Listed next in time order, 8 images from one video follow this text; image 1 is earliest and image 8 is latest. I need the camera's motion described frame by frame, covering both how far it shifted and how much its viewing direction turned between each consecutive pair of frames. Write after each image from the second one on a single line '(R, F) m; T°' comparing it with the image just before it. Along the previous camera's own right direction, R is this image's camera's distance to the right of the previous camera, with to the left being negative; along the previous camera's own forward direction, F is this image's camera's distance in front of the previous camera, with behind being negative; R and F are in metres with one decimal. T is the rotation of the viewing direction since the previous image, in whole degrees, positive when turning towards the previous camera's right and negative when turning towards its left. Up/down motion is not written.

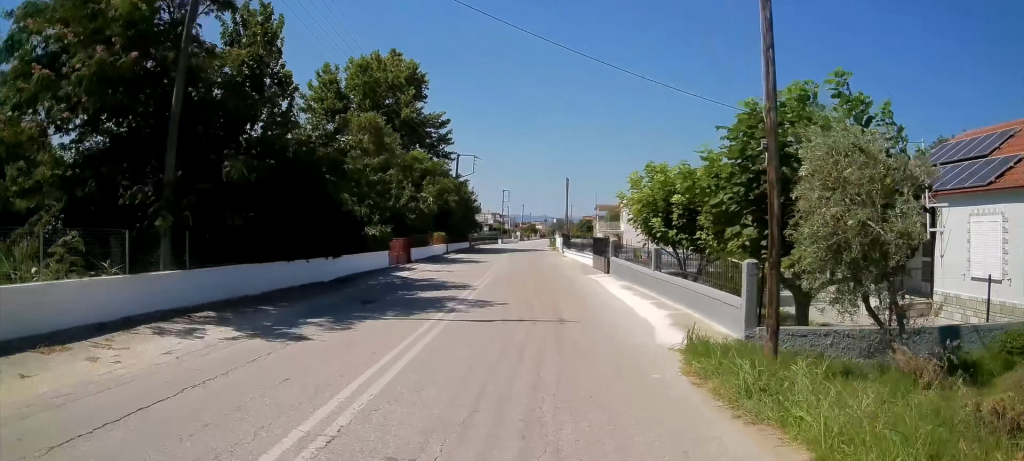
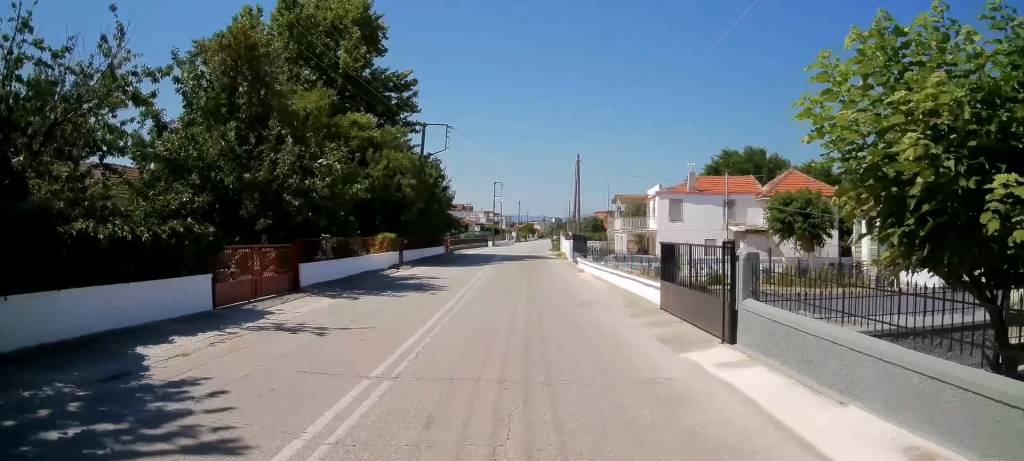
(+0.1, +14.9) m; 0°
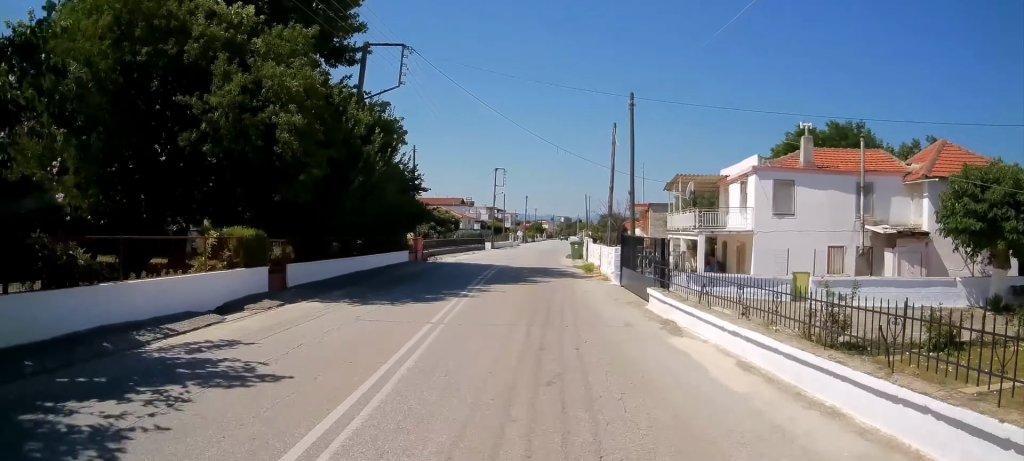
(-0.2, +15.5) m; -1°
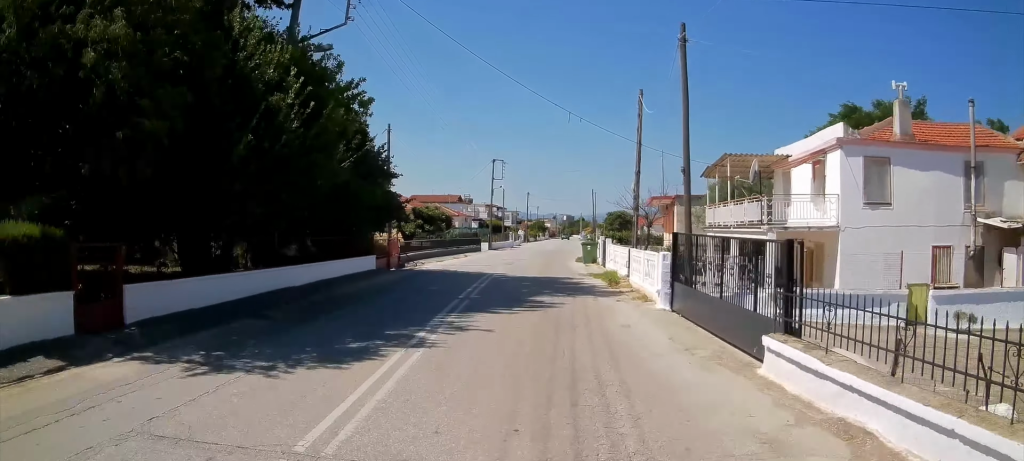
(0.0, +6.6) m; 0°
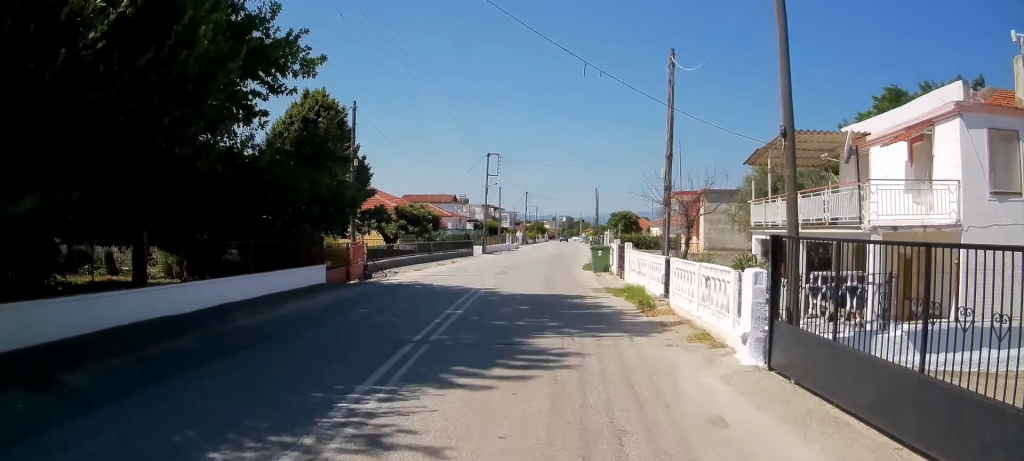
(0.0, +5.3) m; 0°
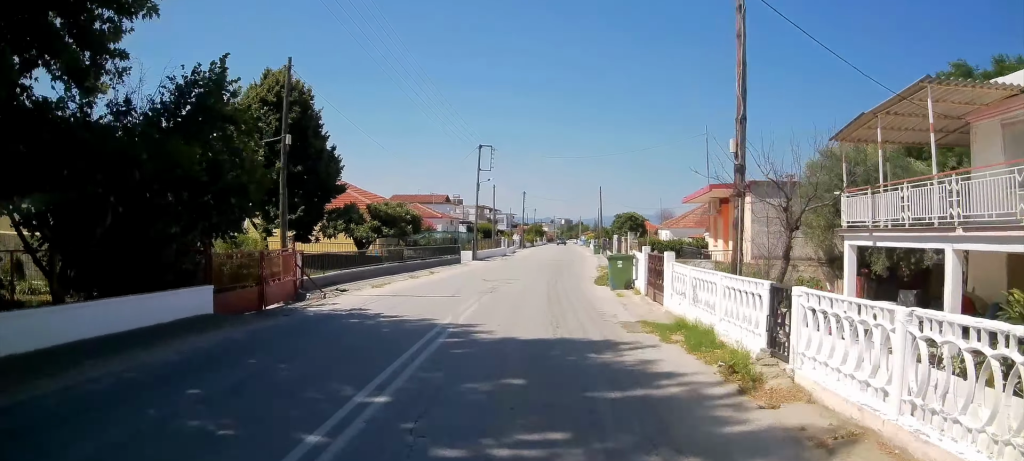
(+0.1, +6.0) m; 0°
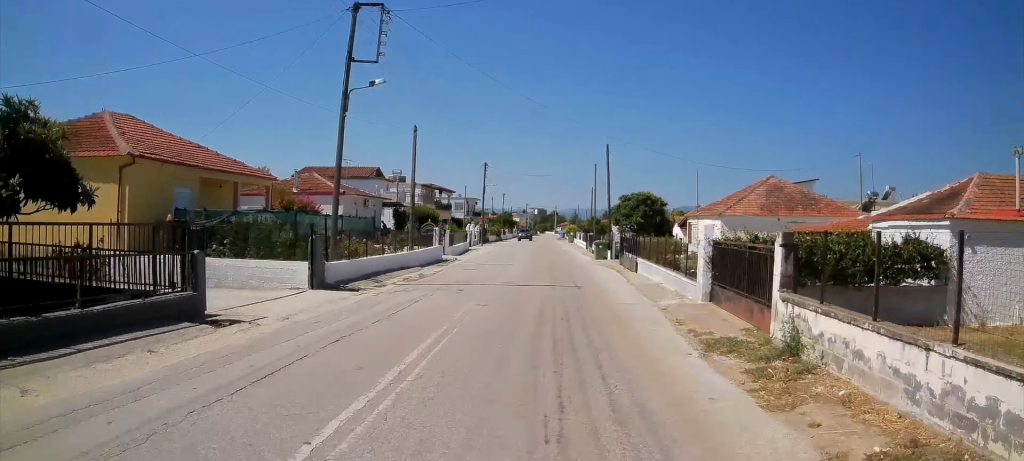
(+0.2, +25.3) m; +2°
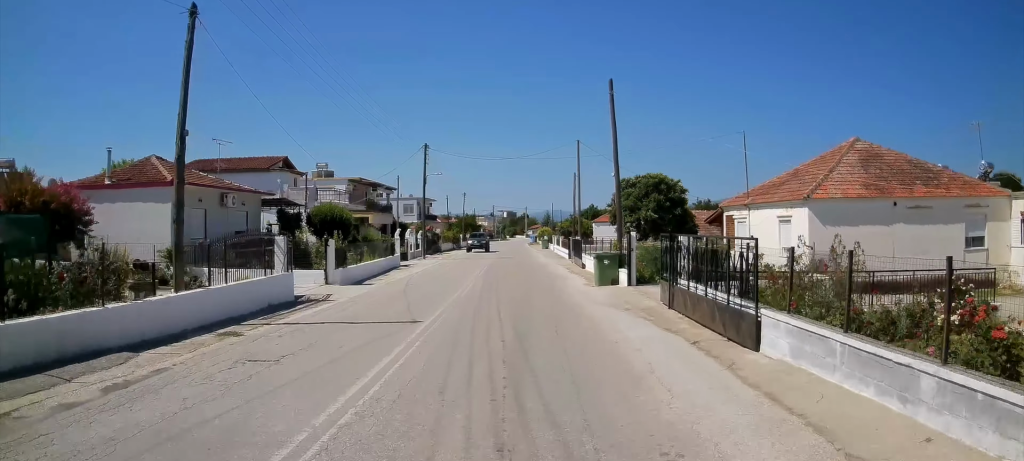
(+0.1, +16.5) m; +1°
